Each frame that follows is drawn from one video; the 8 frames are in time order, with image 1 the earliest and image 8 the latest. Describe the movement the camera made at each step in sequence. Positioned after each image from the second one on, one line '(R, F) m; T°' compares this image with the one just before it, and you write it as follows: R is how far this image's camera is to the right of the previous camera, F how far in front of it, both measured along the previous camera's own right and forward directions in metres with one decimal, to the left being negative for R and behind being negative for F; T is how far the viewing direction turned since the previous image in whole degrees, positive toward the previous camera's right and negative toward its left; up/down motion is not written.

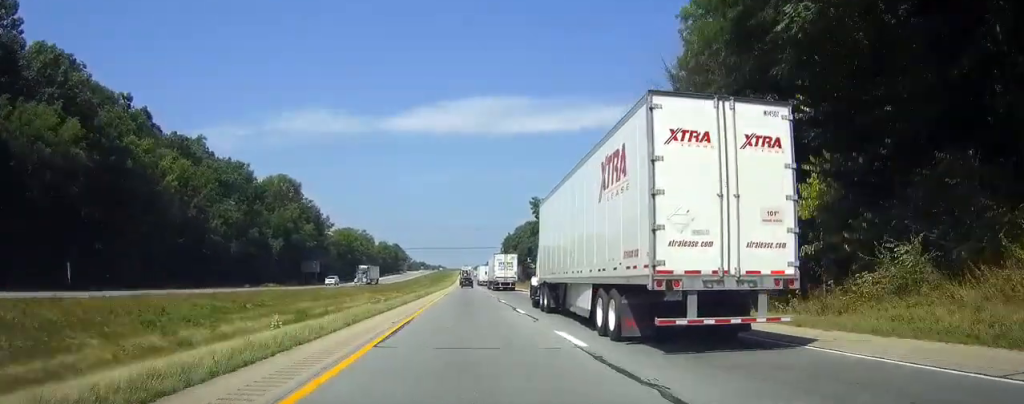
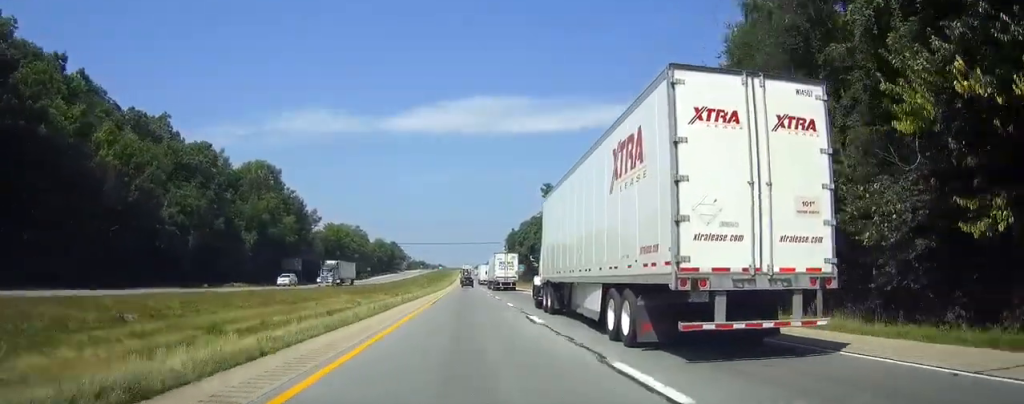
(0.0, +18.0) m; 0°
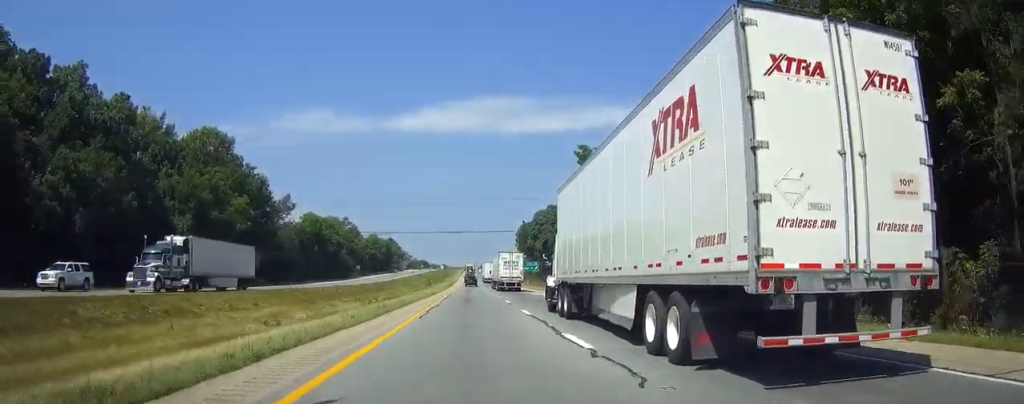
(-0.2, +31.3) m; -1°
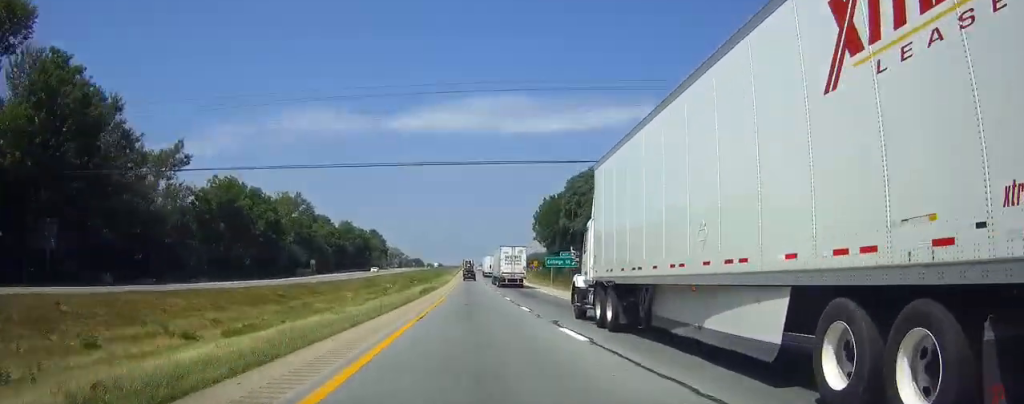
(-0.1, +59.2) m; 0°
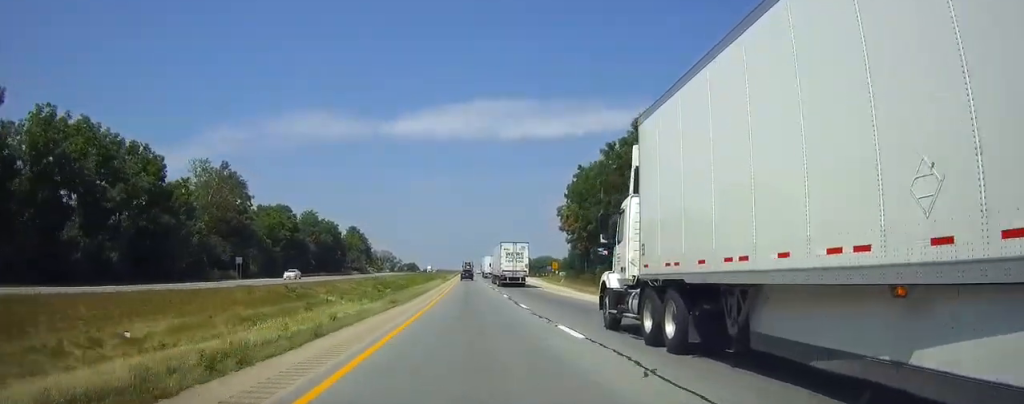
(+0.3, +48.5) m; 0°
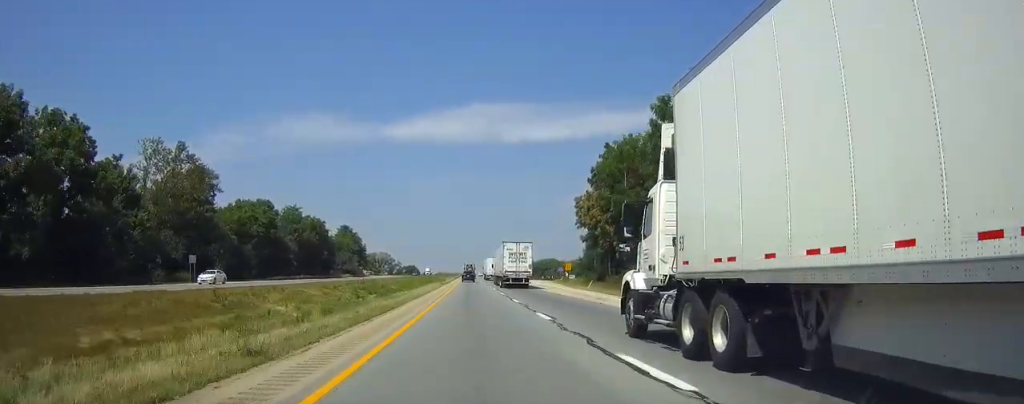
(-0.1, +18.7) m; 0°
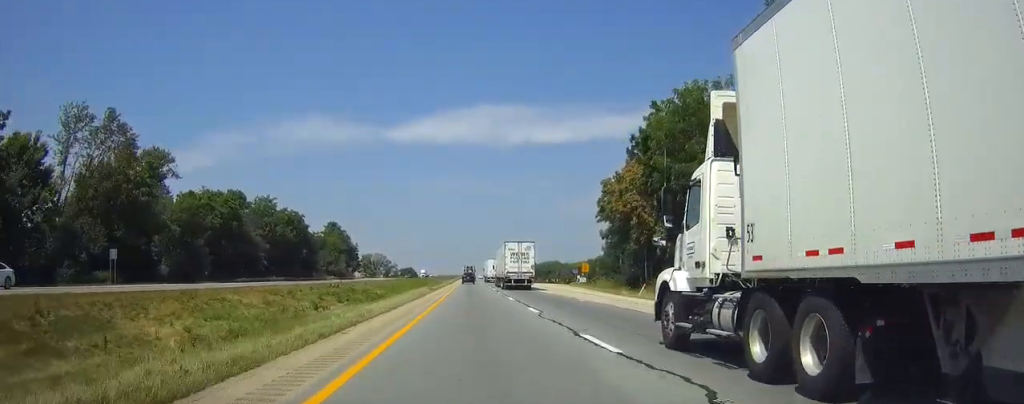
(-0.1, +20.8) m; 0°
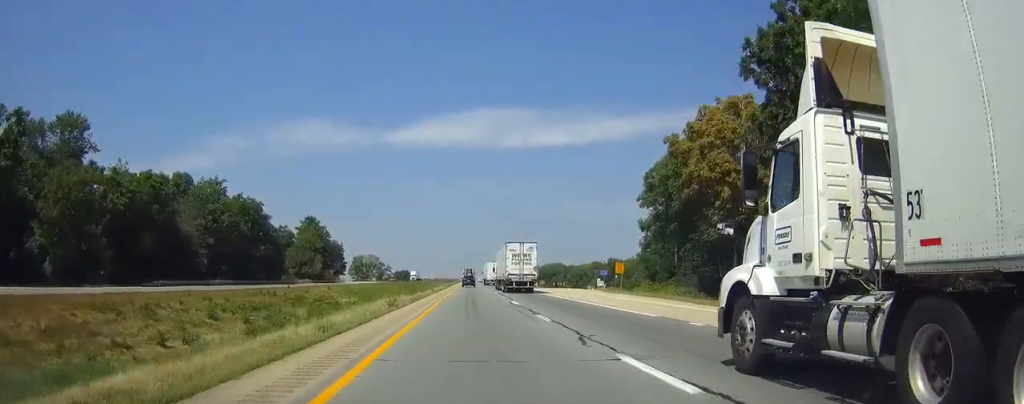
(0.0, +28.1) m; 0°
